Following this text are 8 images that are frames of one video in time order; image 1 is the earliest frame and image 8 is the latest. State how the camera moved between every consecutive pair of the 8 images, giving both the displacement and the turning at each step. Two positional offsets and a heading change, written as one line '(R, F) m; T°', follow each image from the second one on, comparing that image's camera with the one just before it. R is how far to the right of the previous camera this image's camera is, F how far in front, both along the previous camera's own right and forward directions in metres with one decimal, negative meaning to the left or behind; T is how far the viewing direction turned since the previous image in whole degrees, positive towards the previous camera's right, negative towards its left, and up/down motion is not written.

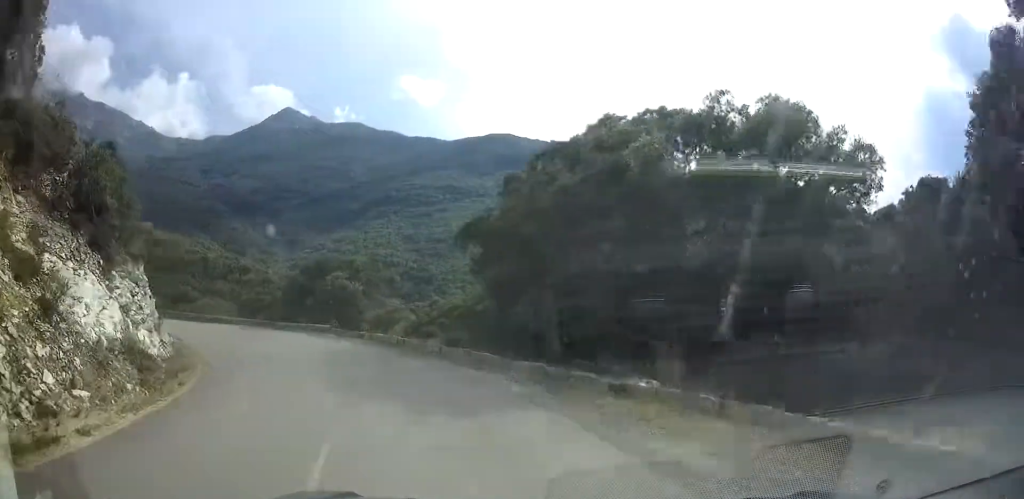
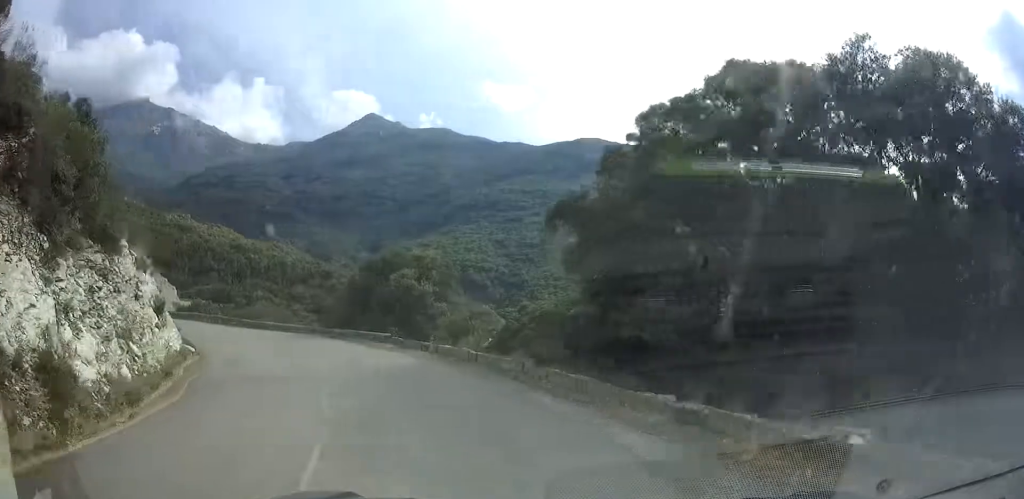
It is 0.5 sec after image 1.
(0.0, +5.2) m; -3°
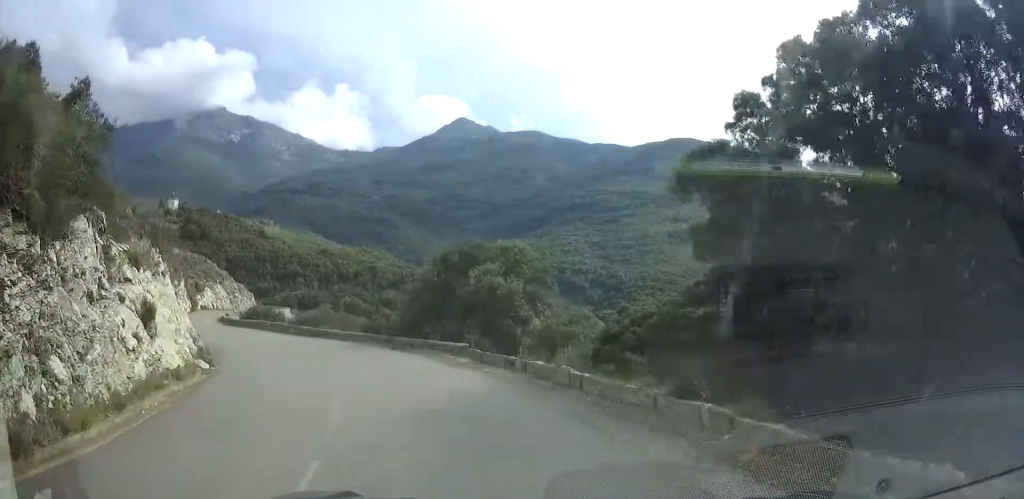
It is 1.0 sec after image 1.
(0.0, +5.1) m; -5°
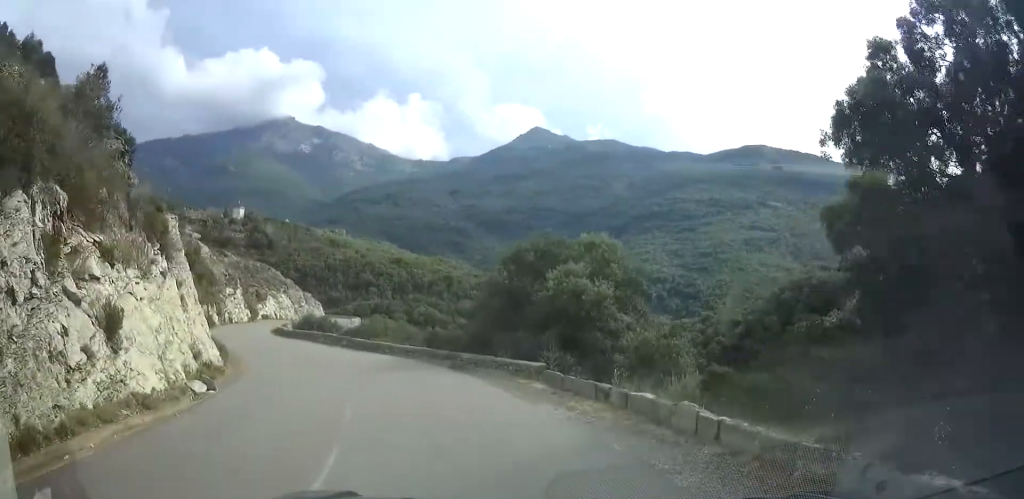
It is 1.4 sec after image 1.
(-0.3, +4.0) m; -6°
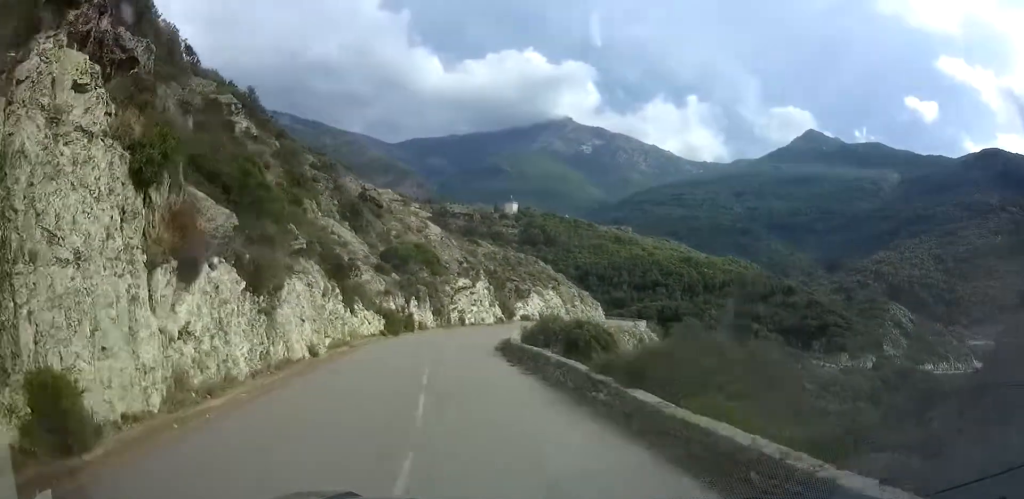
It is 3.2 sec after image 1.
(-4.5, +17.3) m; -28°
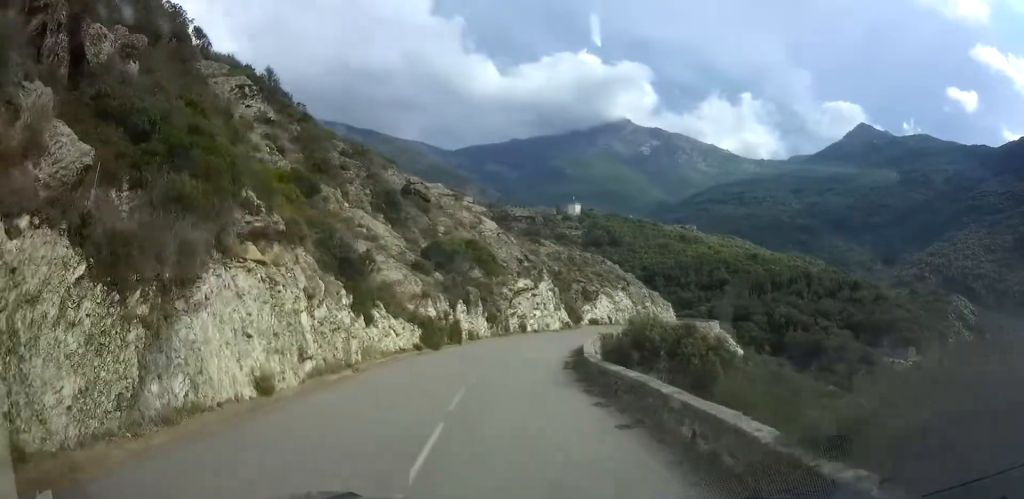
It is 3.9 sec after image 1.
(-0.3, +7.0) m; -8°
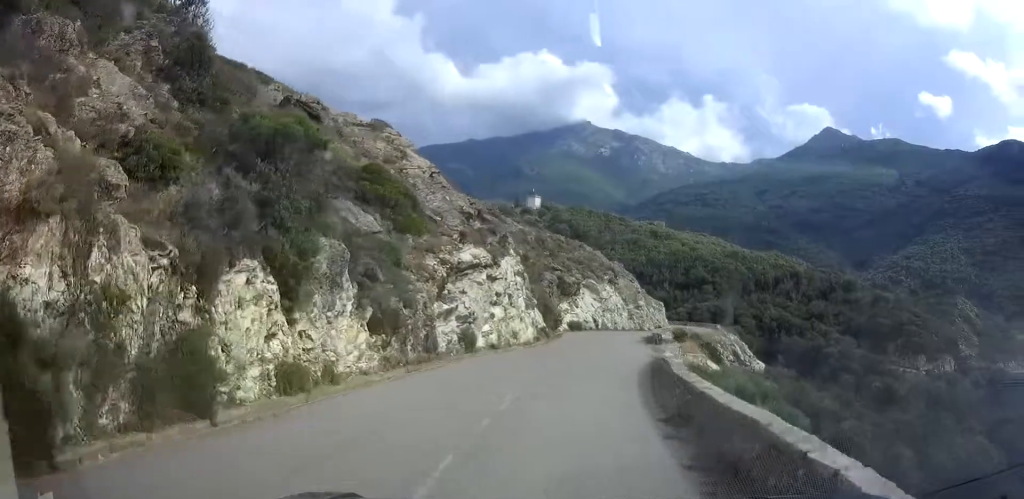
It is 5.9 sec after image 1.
(-1.2, +23.4) m; +5°
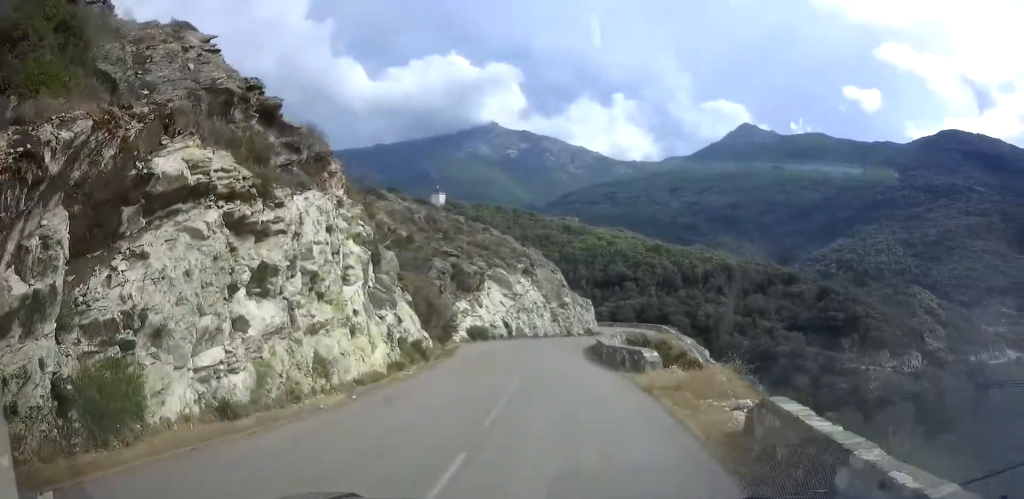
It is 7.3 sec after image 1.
(+1.7, +16.6) m; +6°
